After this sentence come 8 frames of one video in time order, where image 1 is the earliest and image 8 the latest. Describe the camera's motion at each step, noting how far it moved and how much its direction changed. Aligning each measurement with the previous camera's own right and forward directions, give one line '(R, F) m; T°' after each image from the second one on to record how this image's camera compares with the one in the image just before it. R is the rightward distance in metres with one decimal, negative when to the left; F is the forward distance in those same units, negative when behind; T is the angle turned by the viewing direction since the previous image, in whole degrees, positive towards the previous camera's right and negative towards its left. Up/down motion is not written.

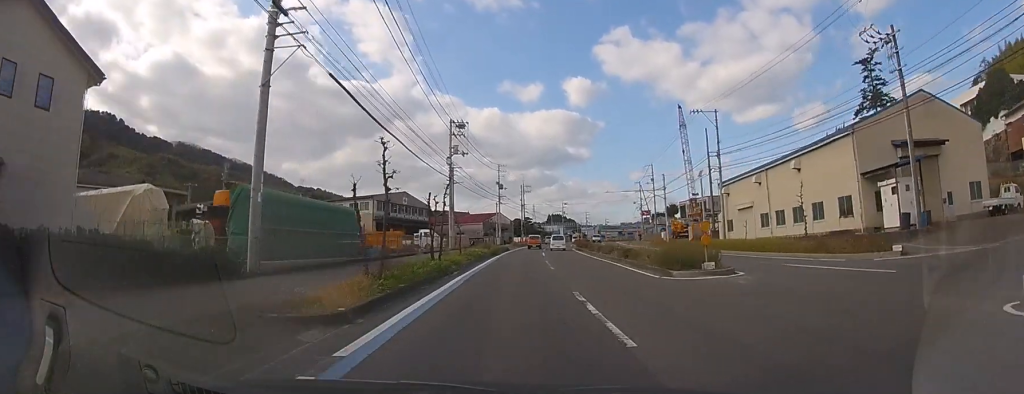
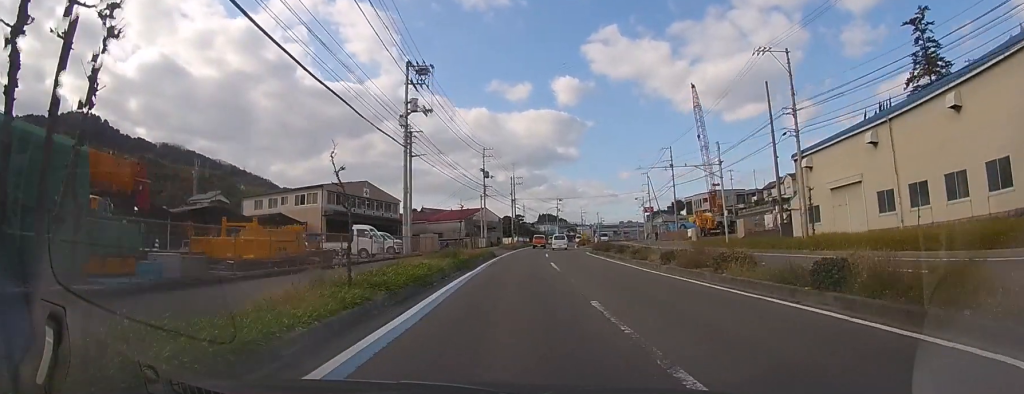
(+0.2, +16.4) m; +1°
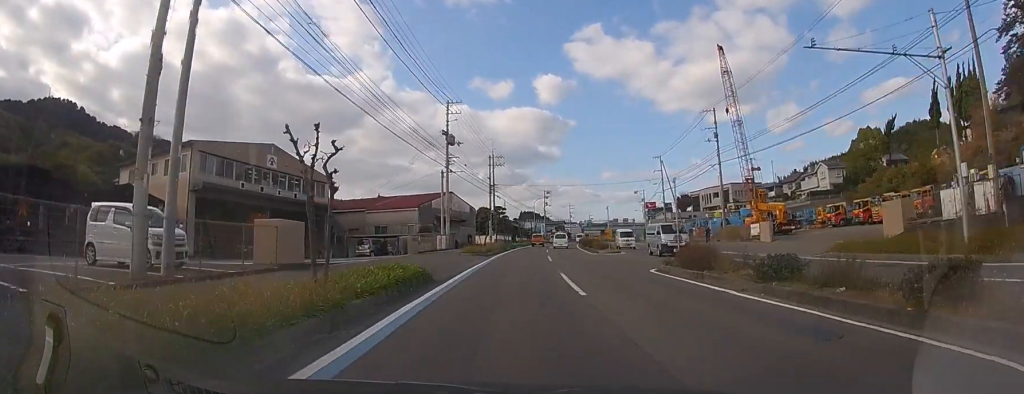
(+0.4, +23.2) m; +2°
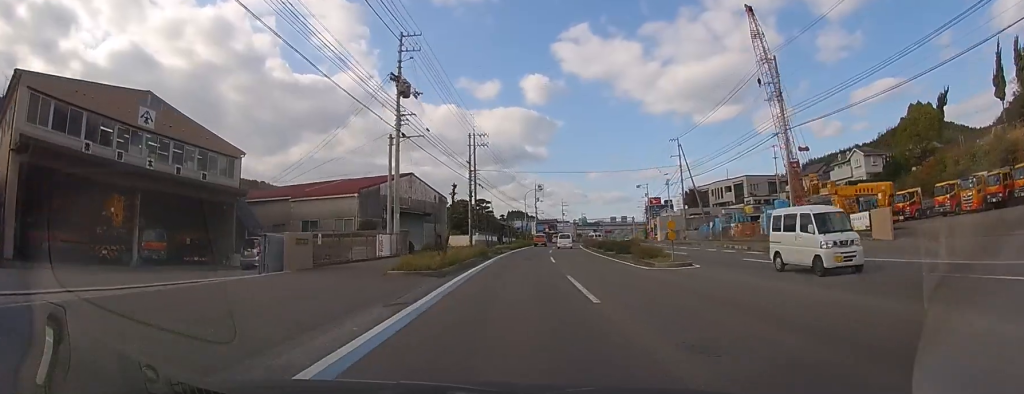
(+0.2, +16.5) m; +1°
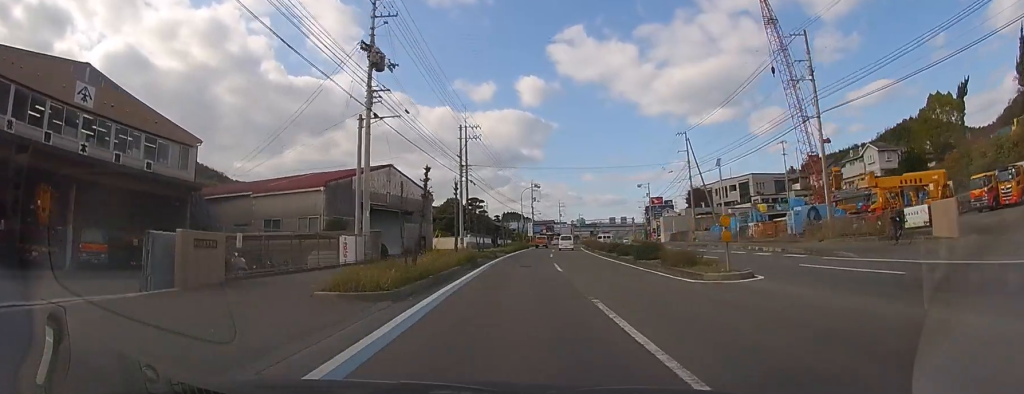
(0.0, +5.4) m; 0°
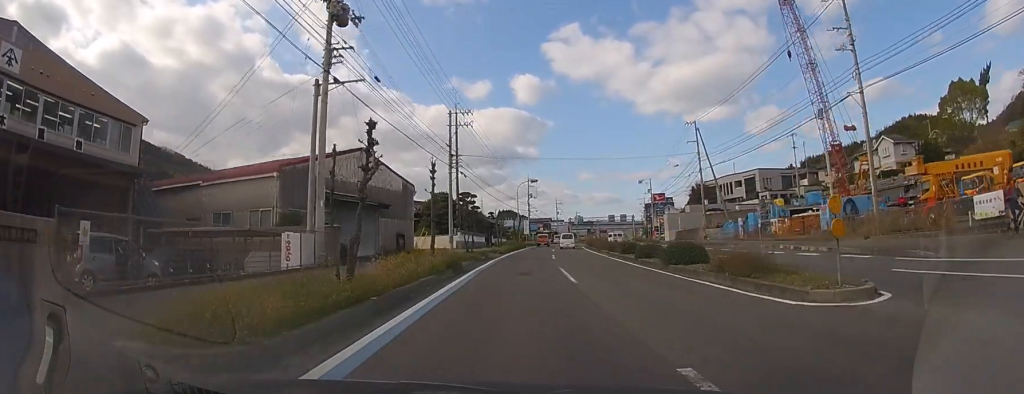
(0.0, +5.4) m; 0°
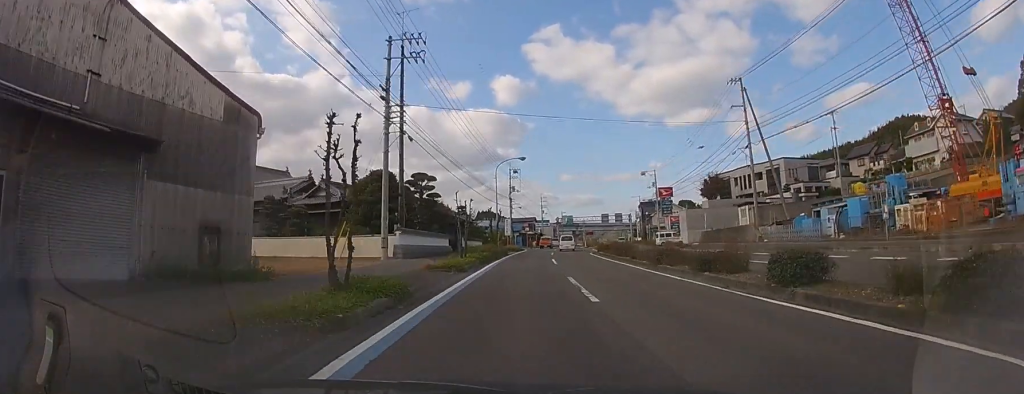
(+0.3, +18.5) m; +2°
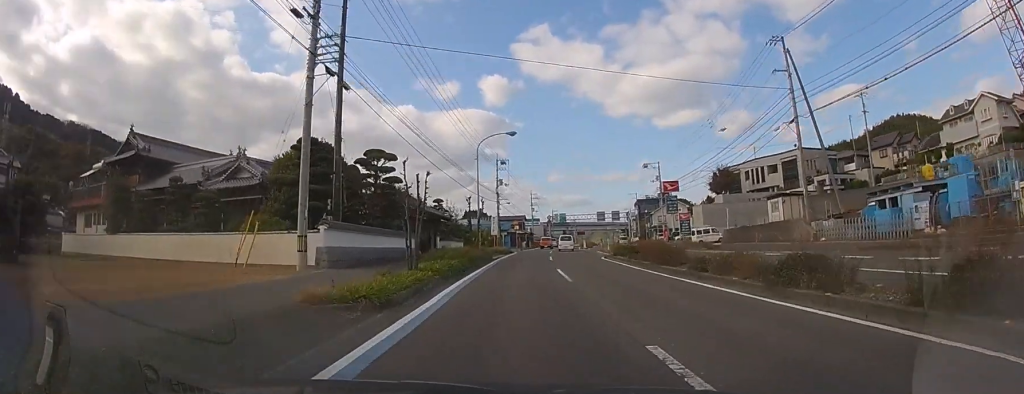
(0.0, +10.5) m; +1°
